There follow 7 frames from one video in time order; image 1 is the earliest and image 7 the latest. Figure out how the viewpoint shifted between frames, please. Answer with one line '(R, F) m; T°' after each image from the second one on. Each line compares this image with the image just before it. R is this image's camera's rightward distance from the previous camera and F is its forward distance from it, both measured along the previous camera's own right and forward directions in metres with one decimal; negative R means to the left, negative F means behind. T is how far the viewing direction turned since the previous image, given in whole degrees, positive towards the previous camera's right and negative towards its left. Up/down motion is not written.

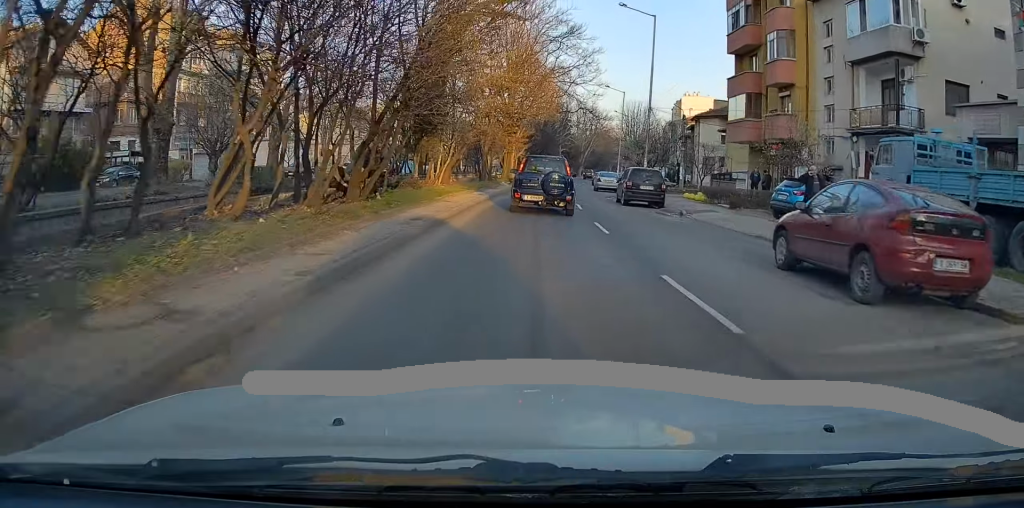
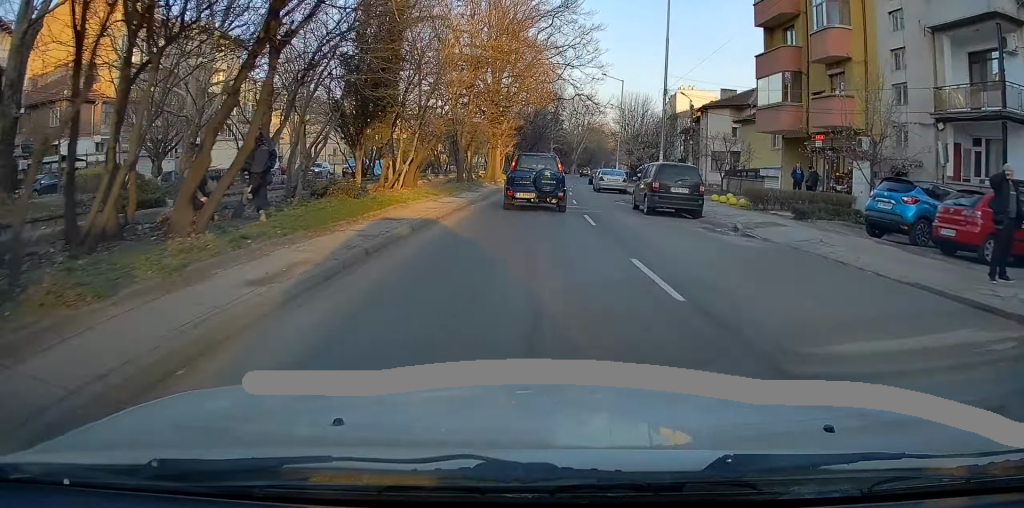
(+0.3, +7.3) m; +2°
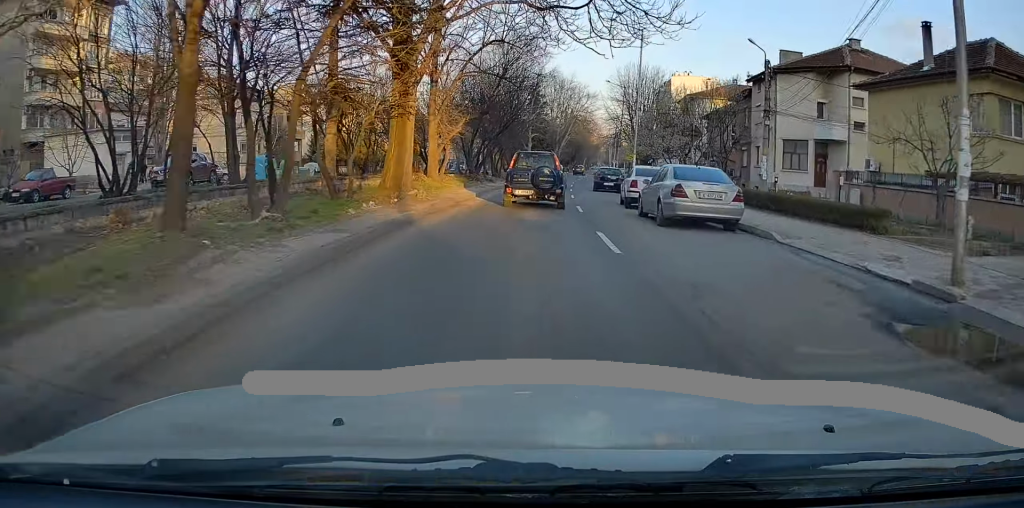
(+0.1, +23.7) m; 0°
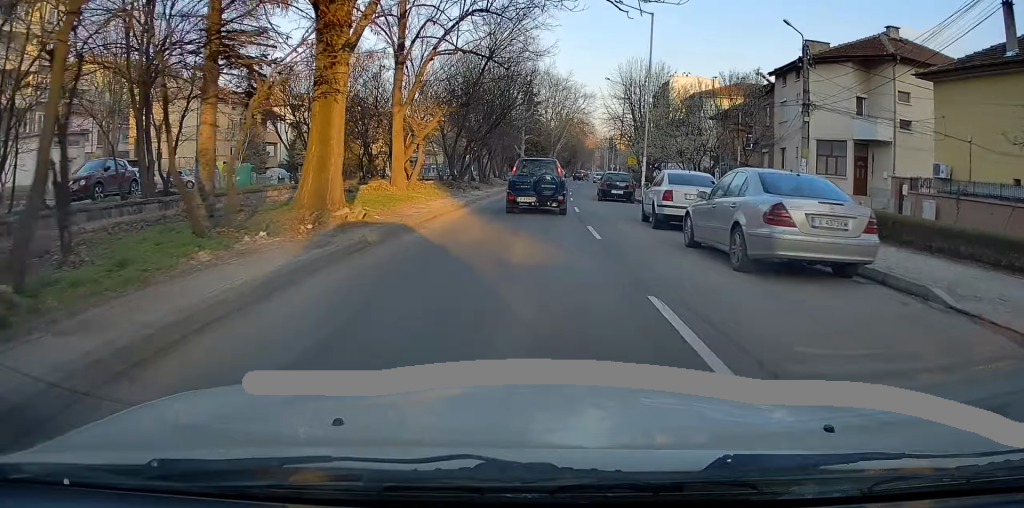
(0.0, +5.9) m; 0°
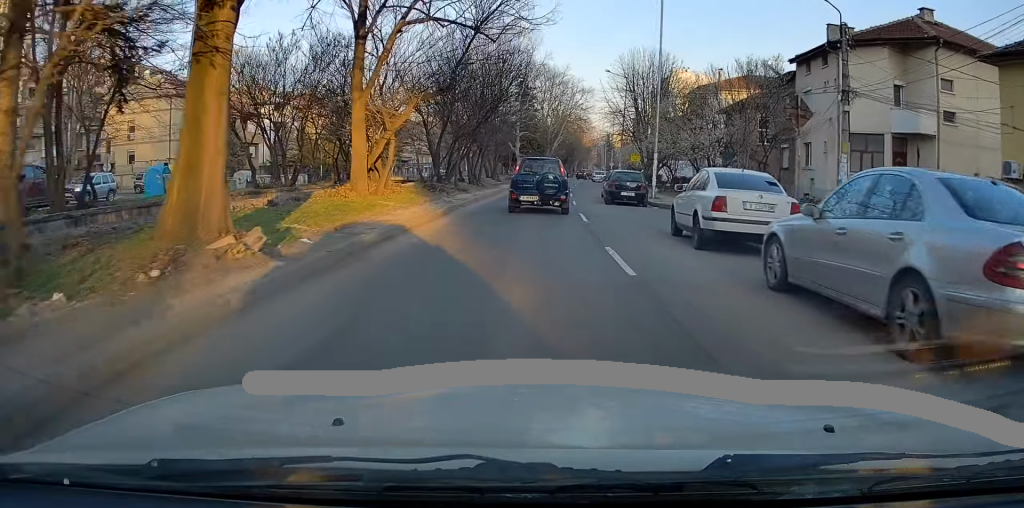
(0.0, +4.3) m; +1°
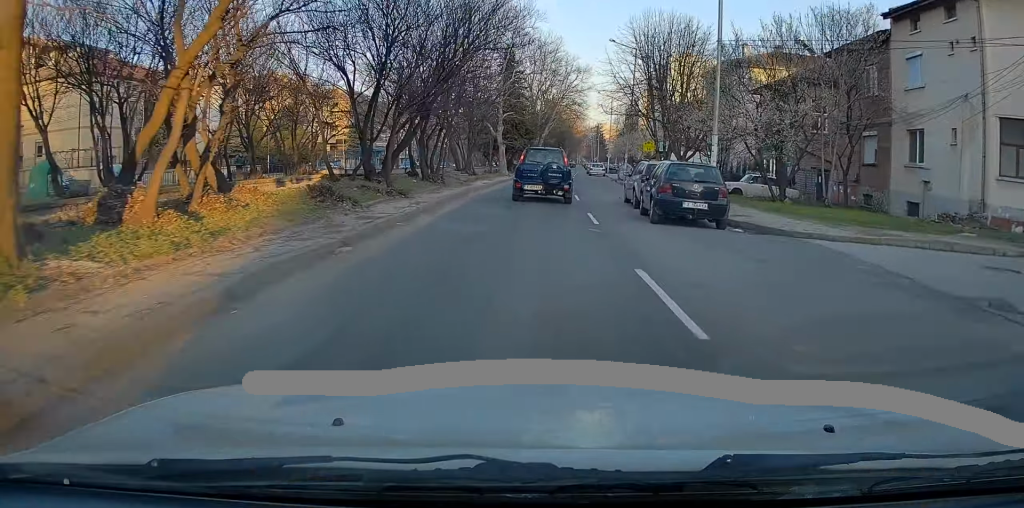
(+0.4, +11.9) m; +1°
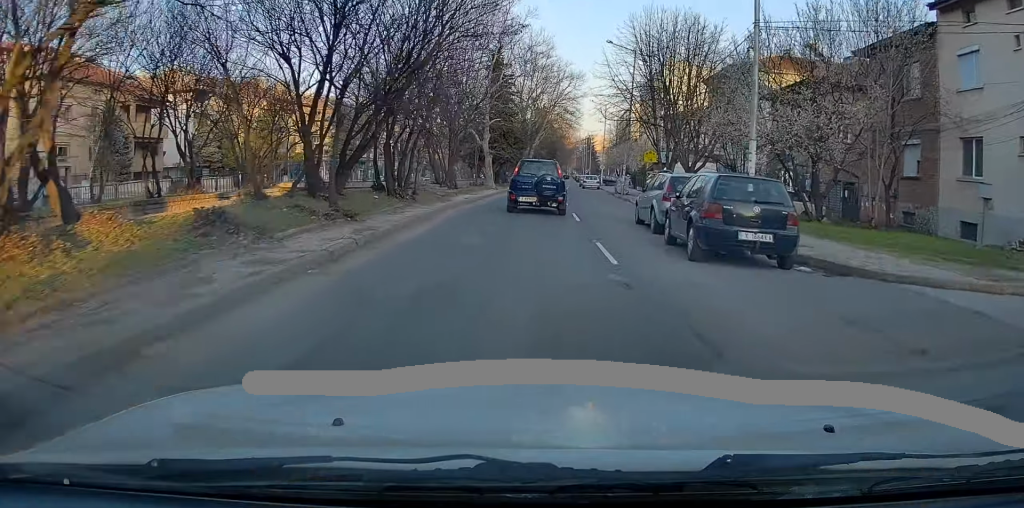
(-0.1, +4.3) m; 0°
